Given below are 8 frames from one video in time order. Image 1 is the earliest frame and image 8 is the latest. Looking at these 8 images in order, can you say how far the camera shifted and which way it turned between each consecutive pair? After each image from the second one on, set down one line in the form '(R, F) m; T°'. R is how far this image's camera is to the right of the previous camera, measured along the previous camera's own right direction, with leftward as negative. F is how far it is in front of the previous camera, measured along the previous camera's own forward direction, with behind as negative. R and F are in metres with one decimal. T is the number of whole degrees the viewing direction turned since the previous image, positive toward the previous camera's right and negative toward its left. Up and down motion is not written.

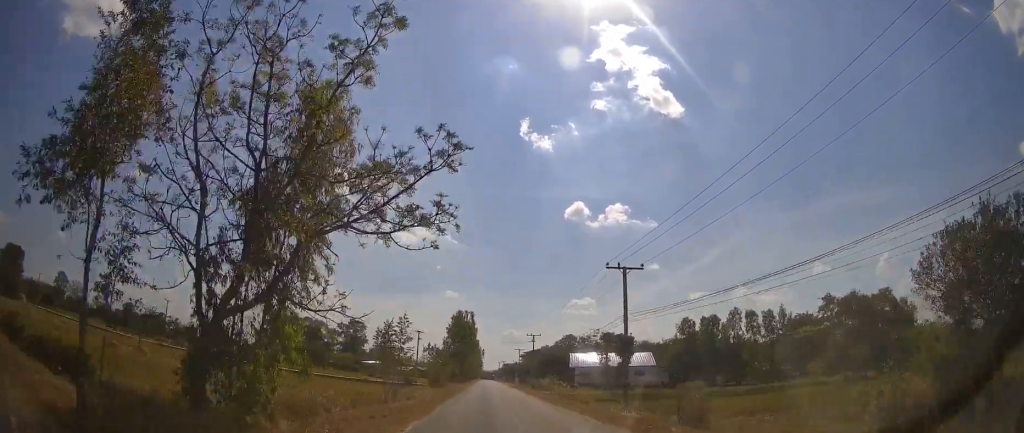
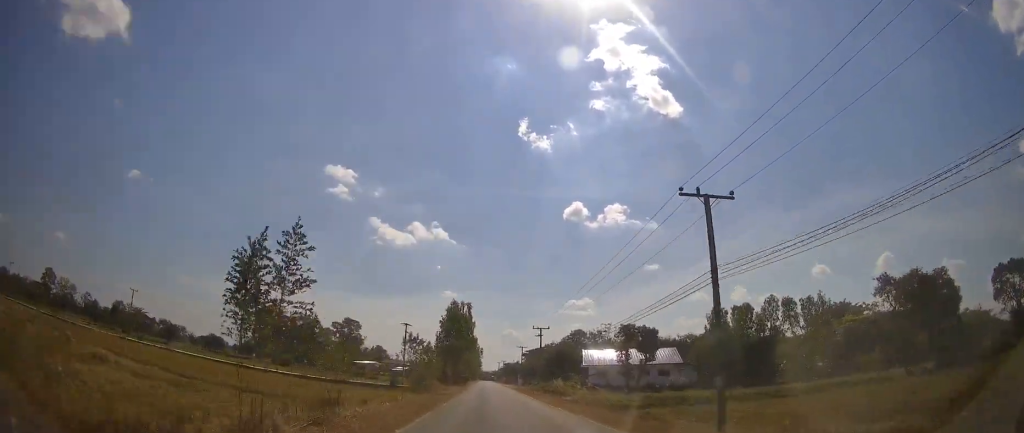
(0.0, +12.2) m; 0°
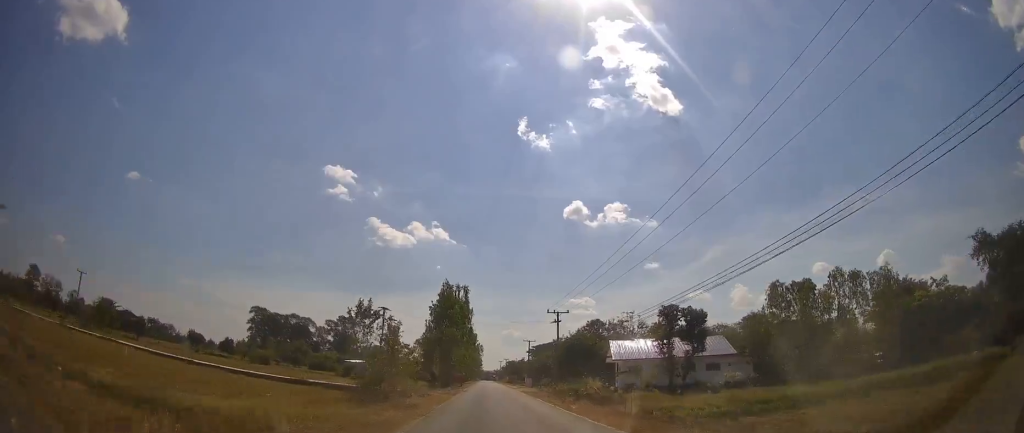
(0.0, +17.0) m; 0°
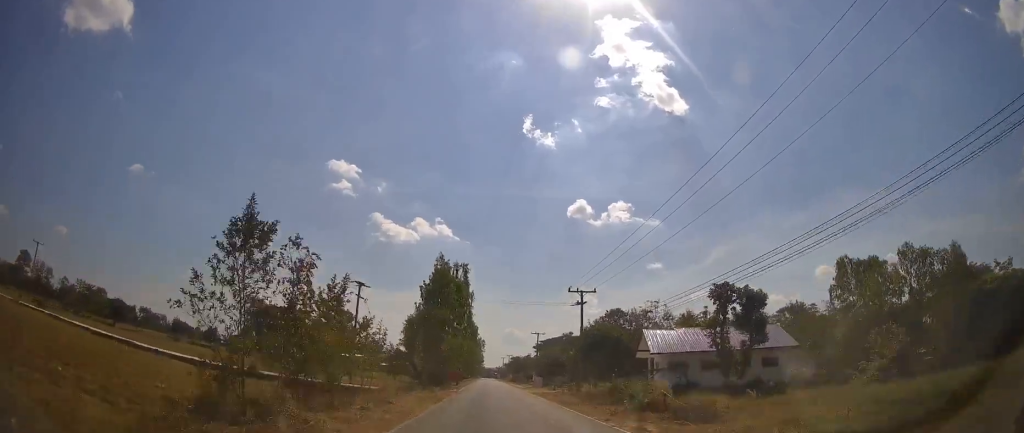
(-0.1, +13.2) m; 0°
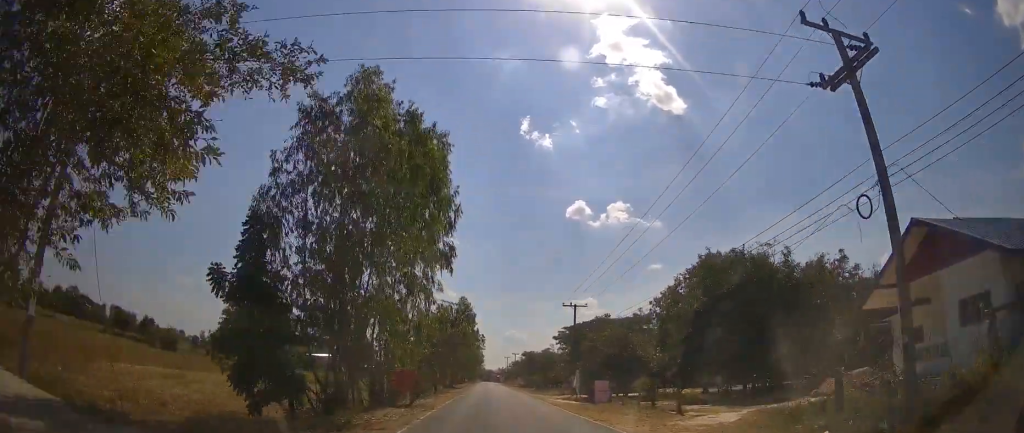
(0.0, +38.0) m; 0°
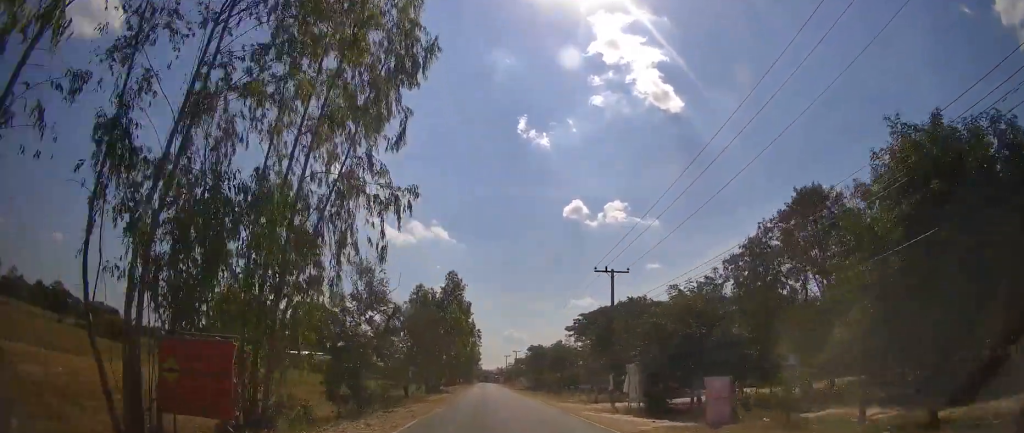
(0.0, +17.7) m; 0°
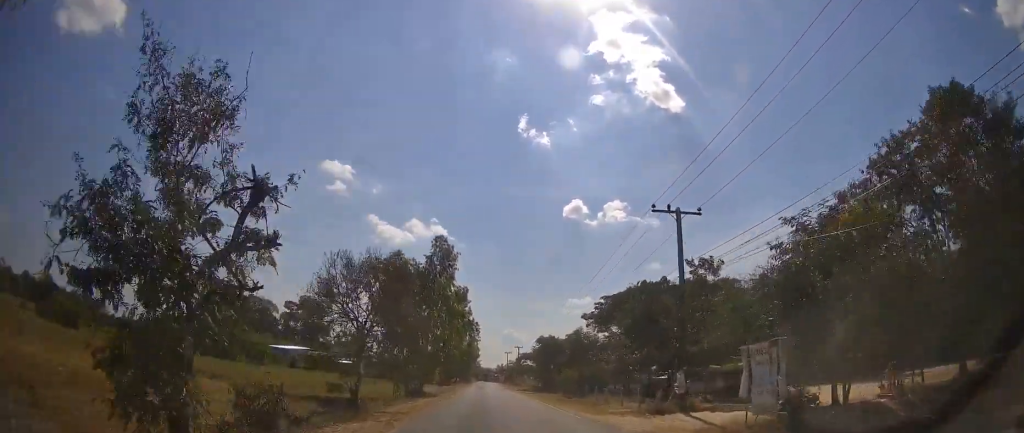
(0.0, +12.8) m; 0°
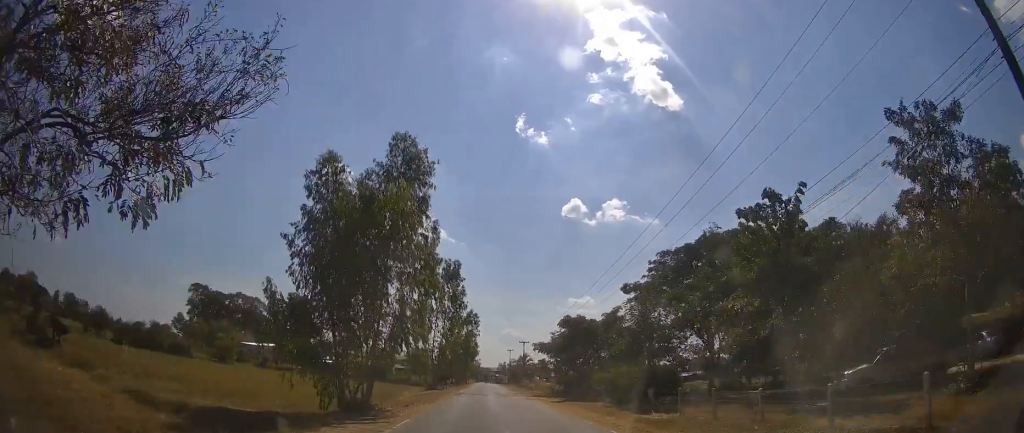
(0.0, +15.3) m; 0°
